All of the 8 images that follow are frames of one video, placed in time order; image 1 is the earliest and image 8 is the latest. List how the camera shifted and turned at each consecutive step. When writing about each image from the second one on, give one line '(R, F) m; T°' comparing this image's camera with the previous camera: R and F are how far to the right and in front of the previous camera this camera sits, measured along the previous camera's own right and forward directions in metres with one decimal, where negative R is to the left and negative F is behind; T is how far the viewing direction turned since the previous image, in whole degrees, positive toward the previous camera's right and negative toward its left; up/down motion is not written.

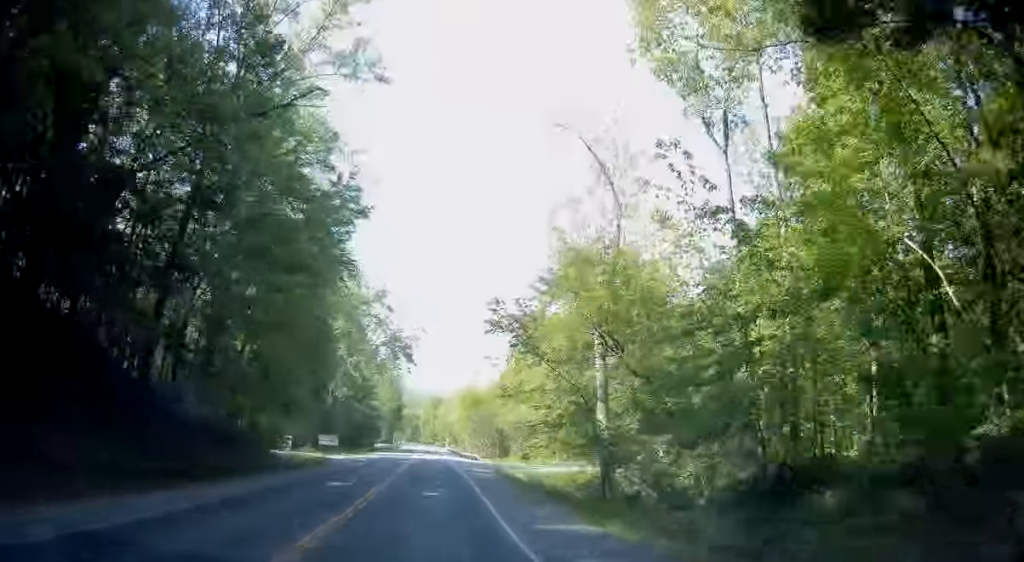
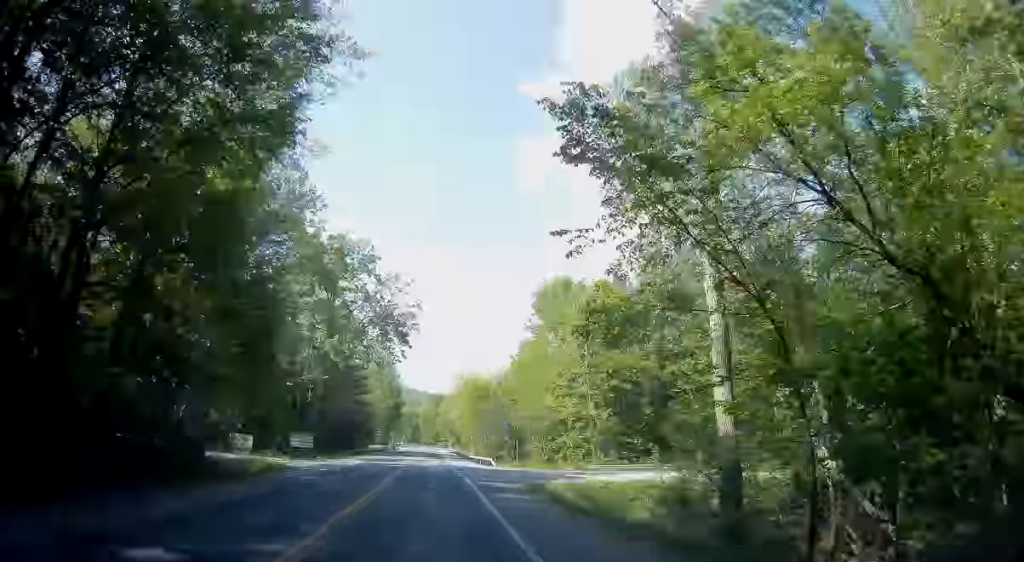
(-0.1, +15.9) m; 0°
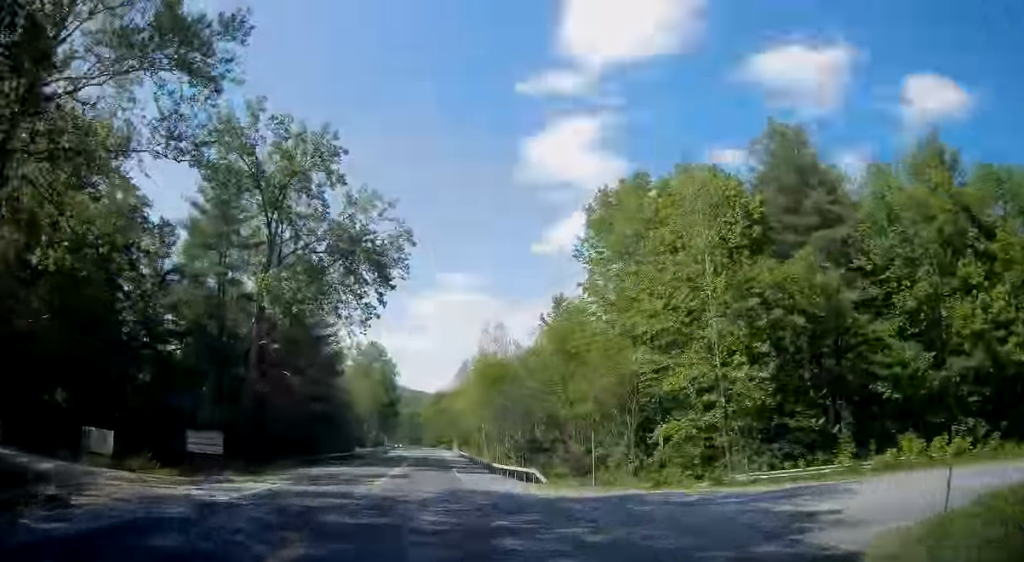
(0.0, +26.1) m; -1°
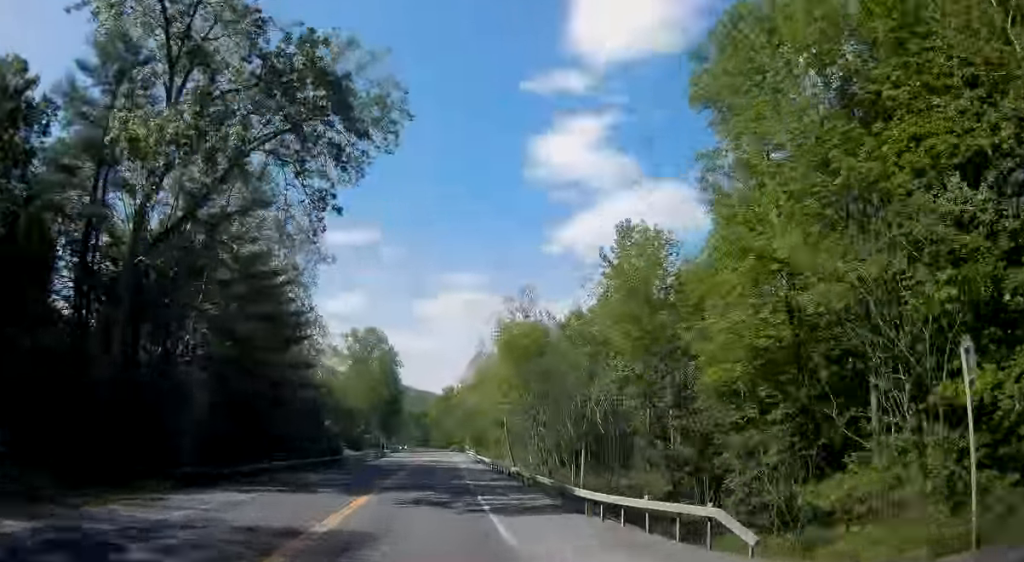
(-0.3, +21.5) m; -1°
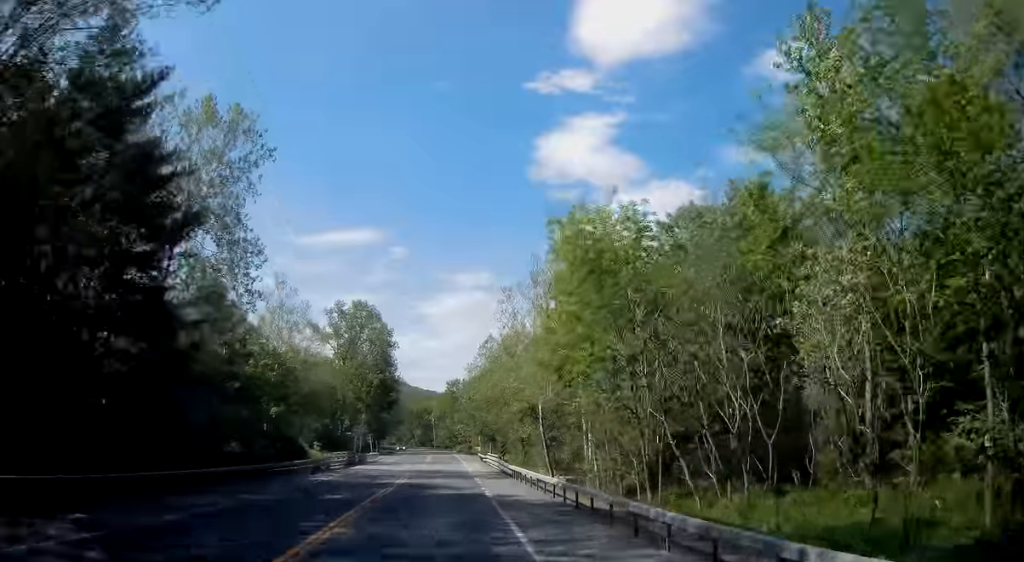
(-0.1, +24.9) m; -1°
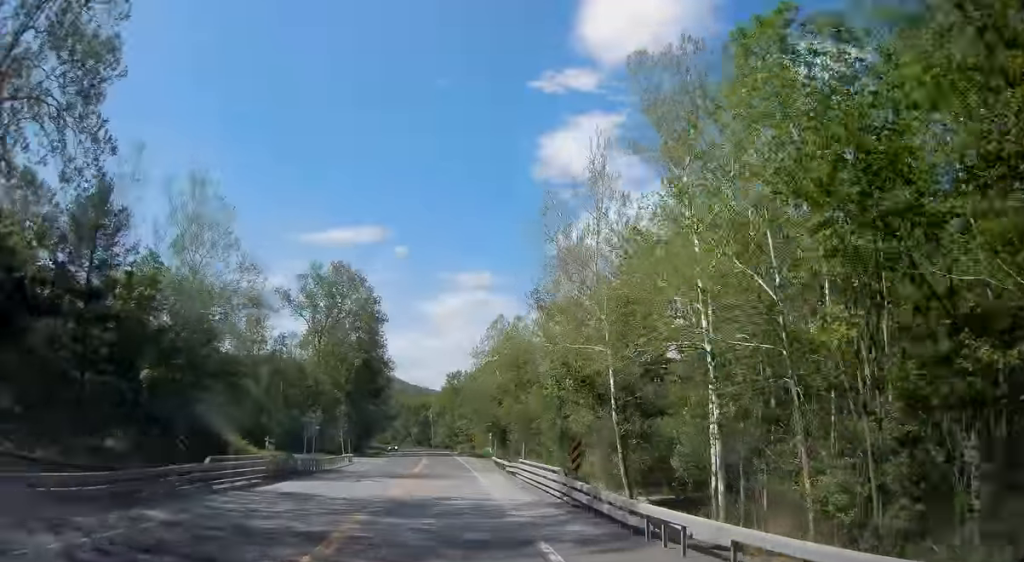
(-0.2, +22.4) m; -1°
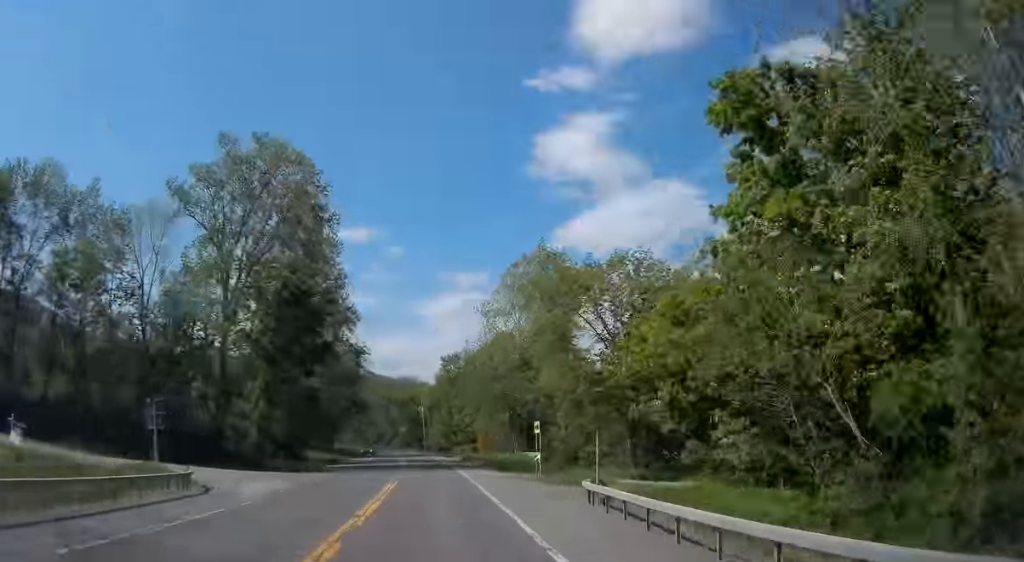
(-0.1, +37.6) m; 0°
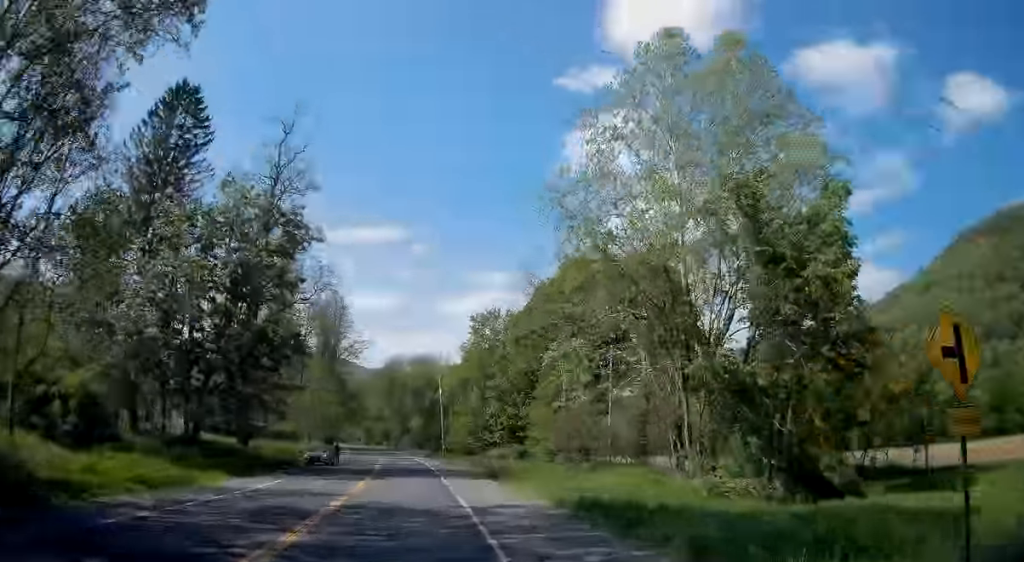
(0.0, +49.3) m; -1°
